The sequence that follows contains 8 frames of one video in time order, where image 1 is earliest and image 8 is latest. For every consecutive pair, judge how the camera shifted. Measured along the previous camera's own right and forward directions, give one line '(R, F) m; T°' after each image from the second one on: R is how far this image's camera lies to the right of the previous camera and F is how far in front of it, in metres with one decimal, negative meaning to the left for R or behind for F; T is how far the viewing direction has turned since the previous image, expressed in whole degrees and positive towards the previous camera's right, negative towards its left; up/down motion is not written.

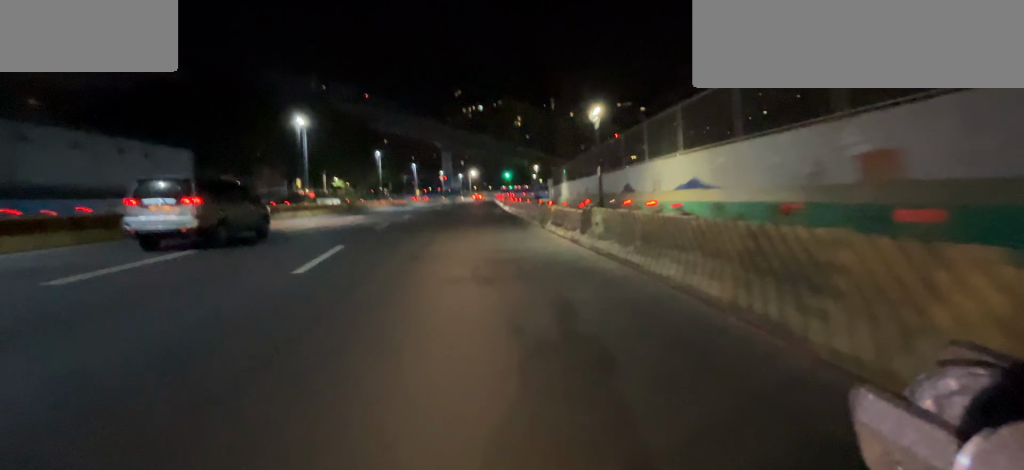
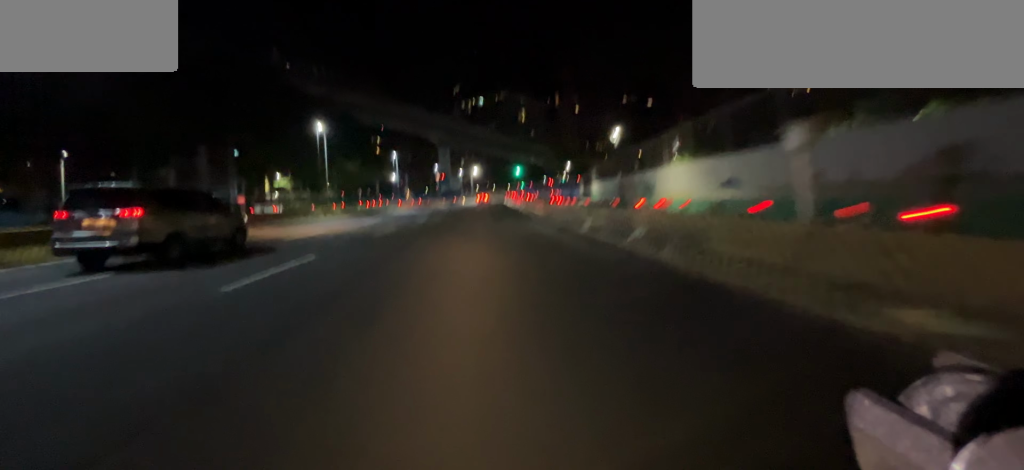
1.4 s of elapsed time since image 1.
(+0.1, +20.0) m; +3°
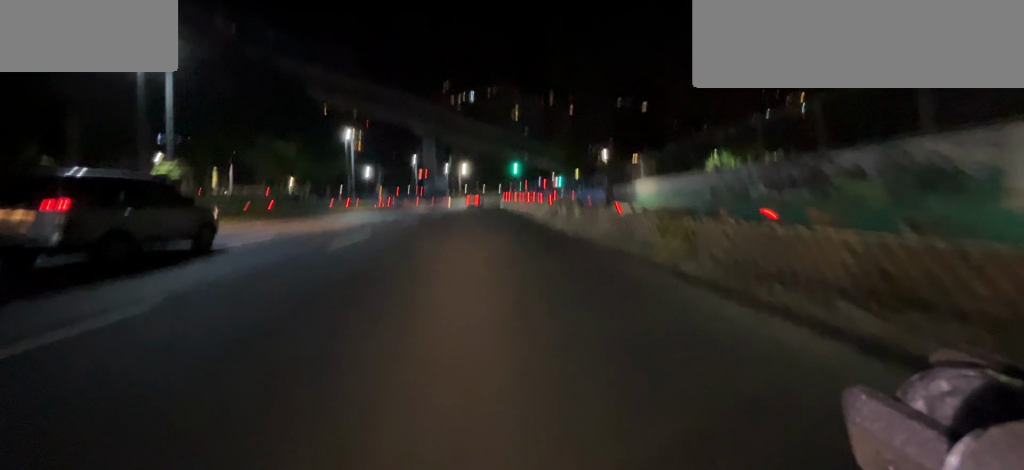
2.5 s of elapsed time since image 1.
(+0.6, +14.5) m; +3°
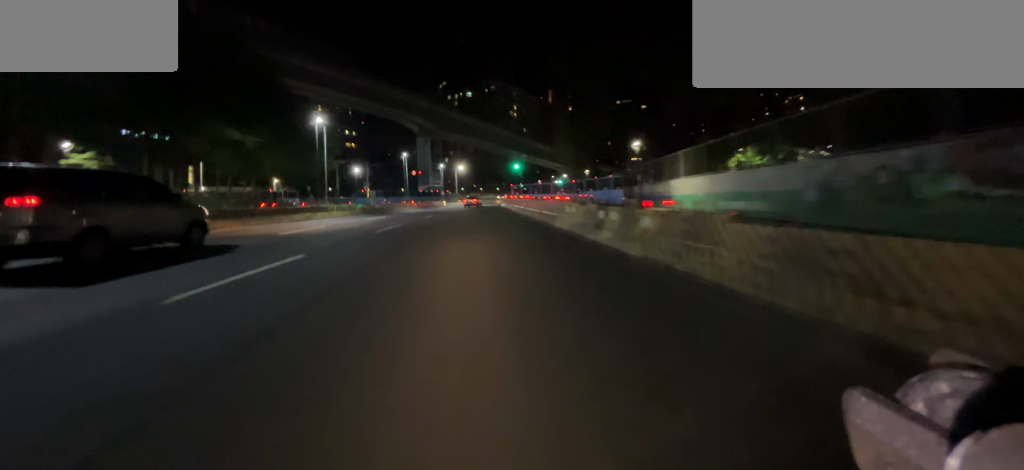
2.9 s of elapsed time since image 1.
(0.0, +5.8) m; 0°
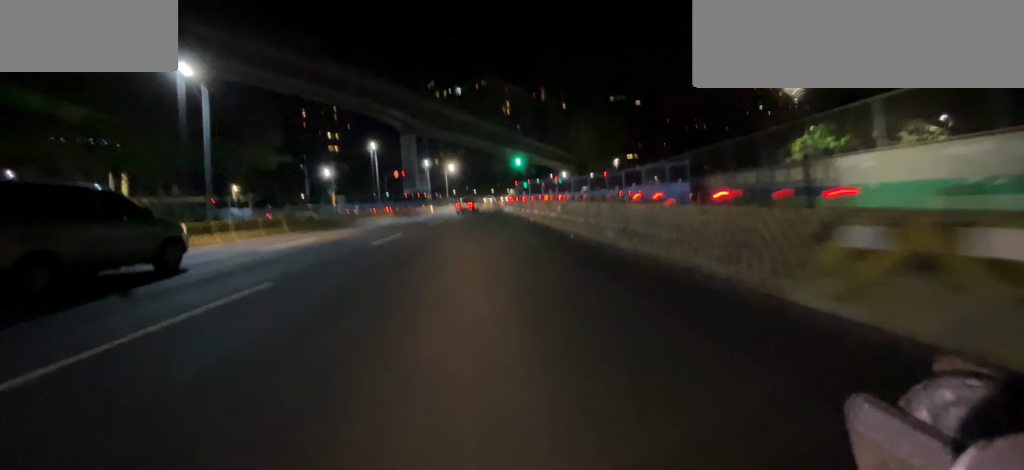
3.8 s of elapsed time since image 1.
(0.0, +11.9) m; +1°
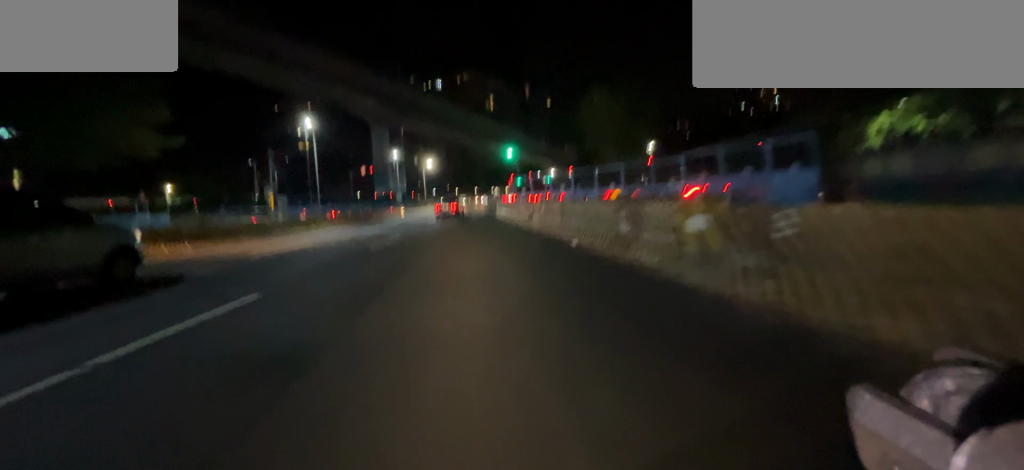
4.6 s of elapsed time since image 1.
(+0.1, +10.4) m; 0°
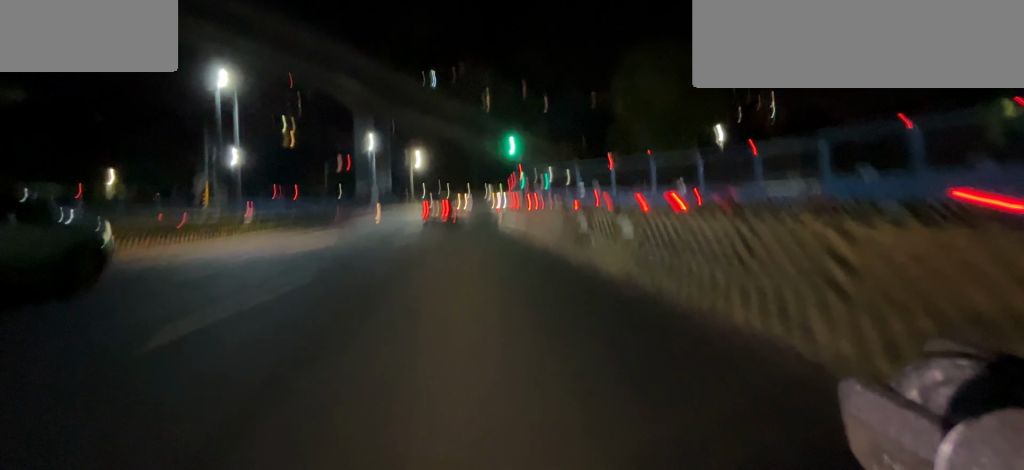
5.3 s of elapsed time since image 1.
(0.0, +8.0) m; 0°
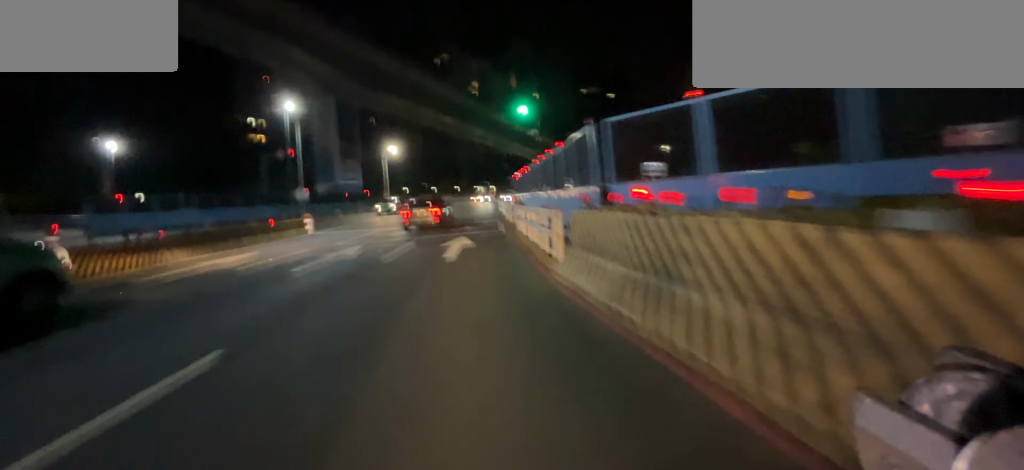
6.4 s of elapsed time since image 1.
(+0.1, +13.6) m; +1°
